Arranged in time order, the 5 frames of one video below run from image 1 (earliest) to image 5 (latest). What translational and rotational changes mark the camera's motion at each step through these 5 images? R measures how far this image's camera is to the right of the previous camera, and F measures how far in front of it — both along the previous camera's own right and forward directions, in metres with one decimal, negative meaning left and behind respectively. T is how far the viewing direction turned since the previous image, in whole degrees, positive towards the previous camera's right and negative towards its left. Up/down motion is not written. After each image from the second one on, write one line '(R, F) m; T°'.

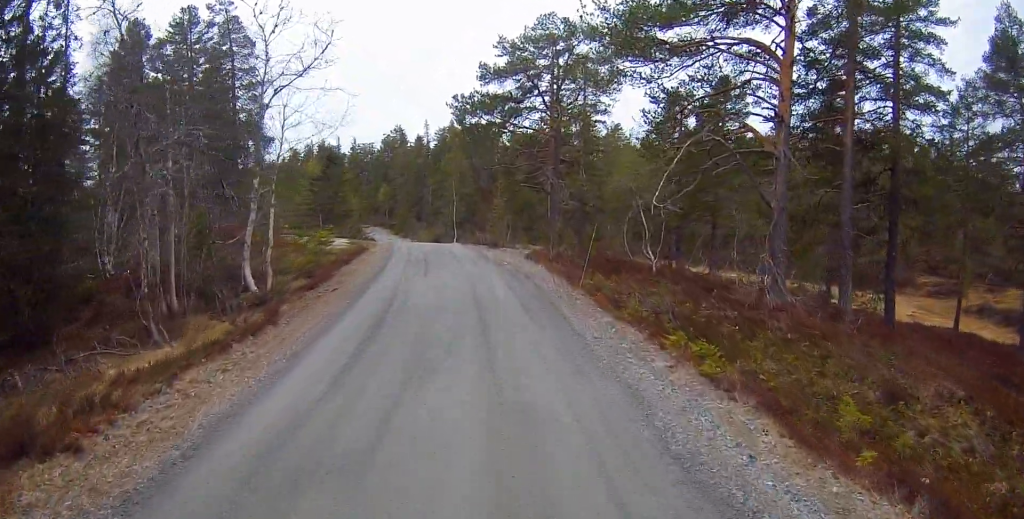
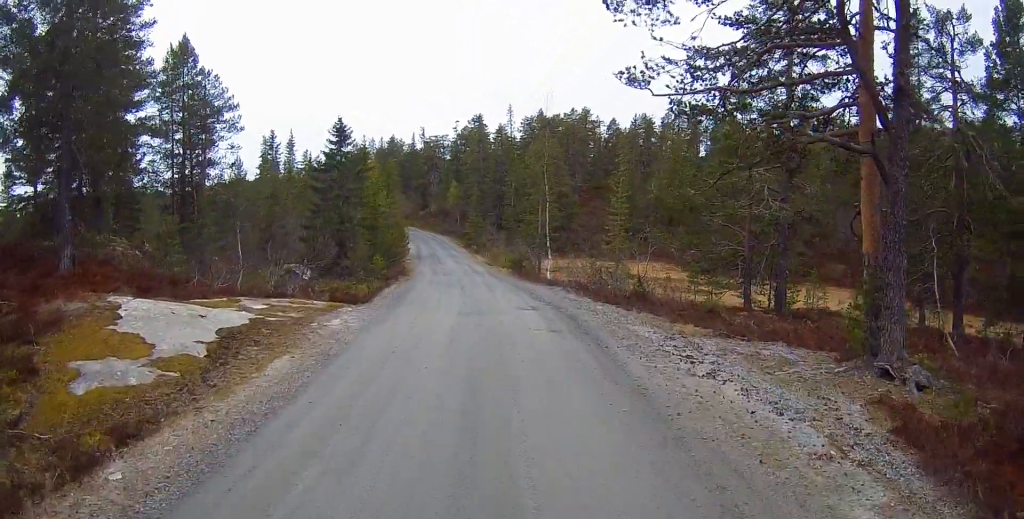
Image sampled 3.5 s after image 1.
(-0.3, +23.7) m; -7°
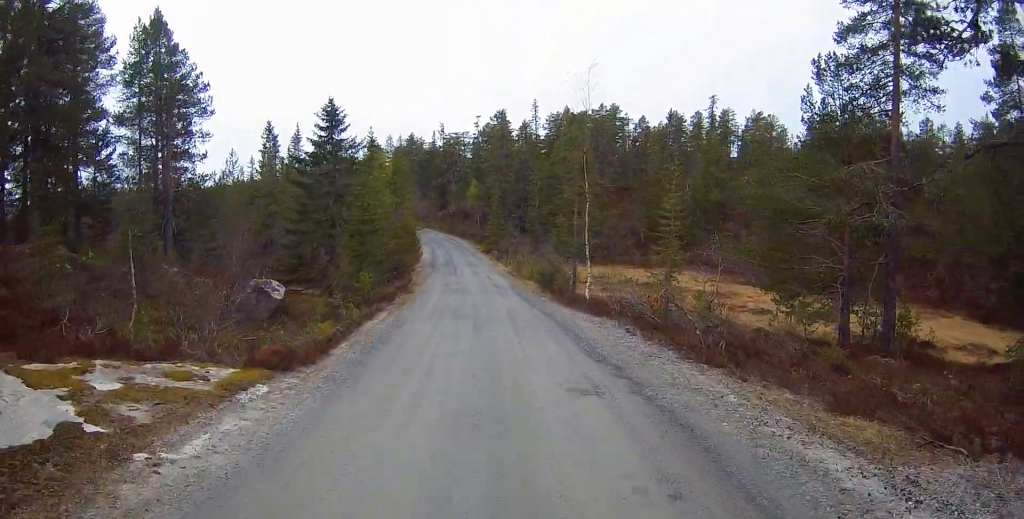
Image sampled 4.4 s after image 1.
(-0.3, +6.9) m; -2°
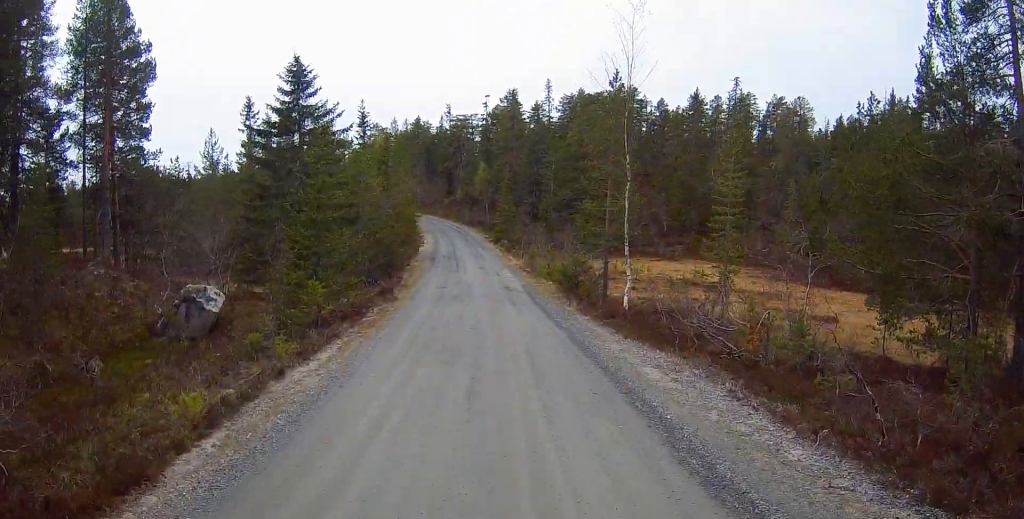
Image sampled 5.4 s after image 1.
(0.0, +6.4) m; 0°
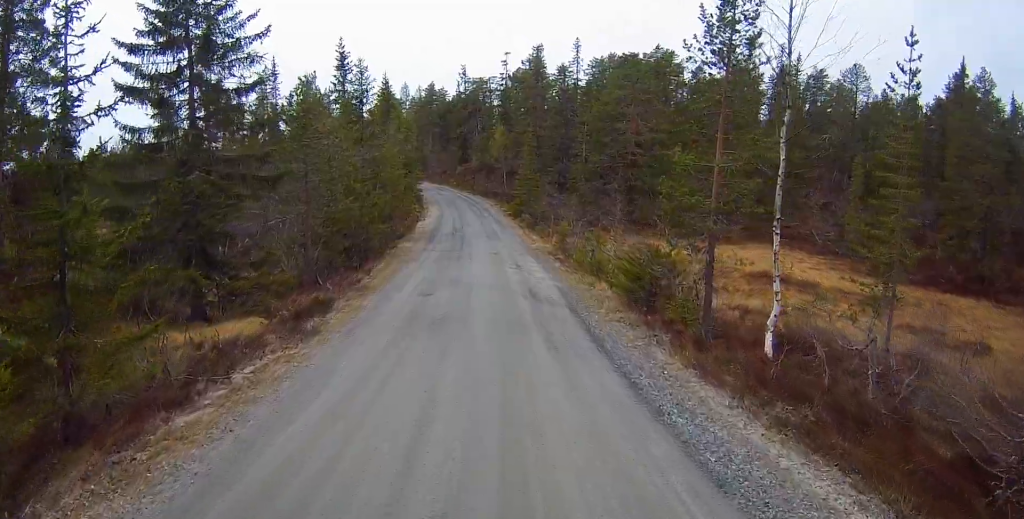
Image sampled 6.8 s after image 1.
(-0.2, +10.0) m; -3°
